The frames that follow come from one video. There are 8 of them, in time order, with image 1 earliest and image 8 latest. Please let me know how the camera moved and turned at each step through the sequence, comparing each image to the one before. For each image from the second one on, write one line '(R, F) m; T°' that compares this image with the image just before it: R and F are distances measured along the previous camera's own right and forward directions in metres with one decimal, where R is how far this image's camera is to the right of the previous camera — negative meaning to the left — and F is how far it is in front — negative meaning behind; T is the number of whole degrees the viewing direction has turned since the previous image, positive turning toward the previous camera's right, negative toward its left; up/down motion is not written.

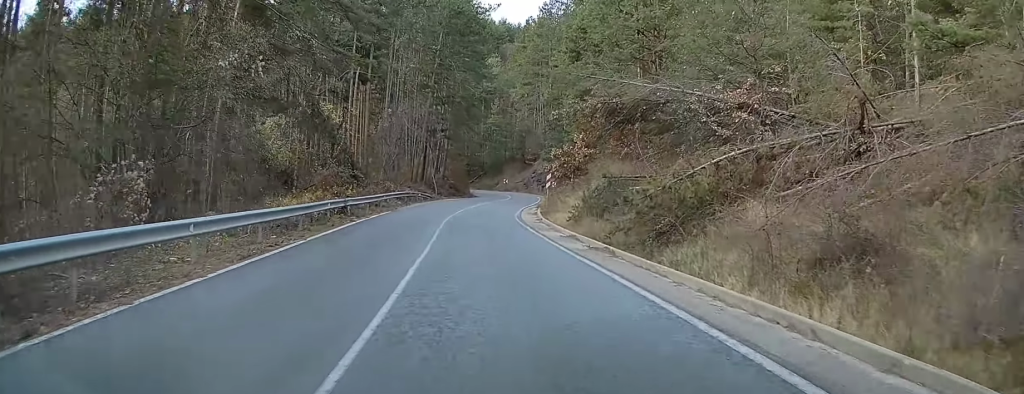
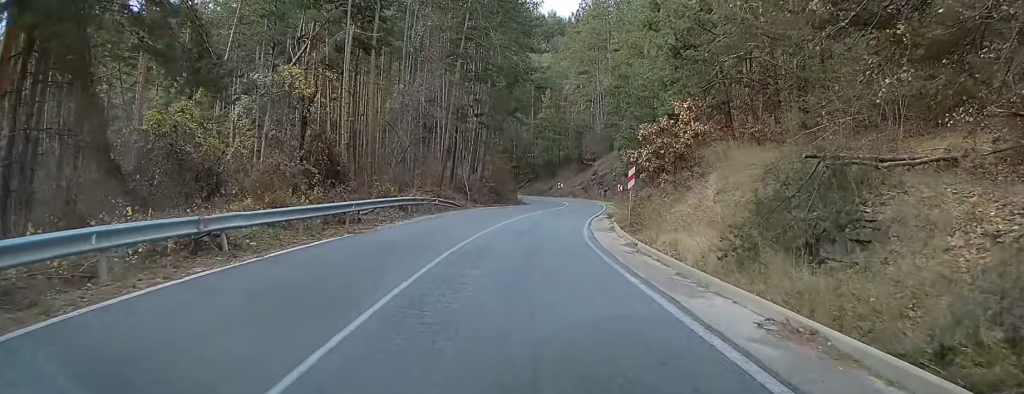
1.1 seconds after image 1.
(-0.6, +16.3) m; -4°
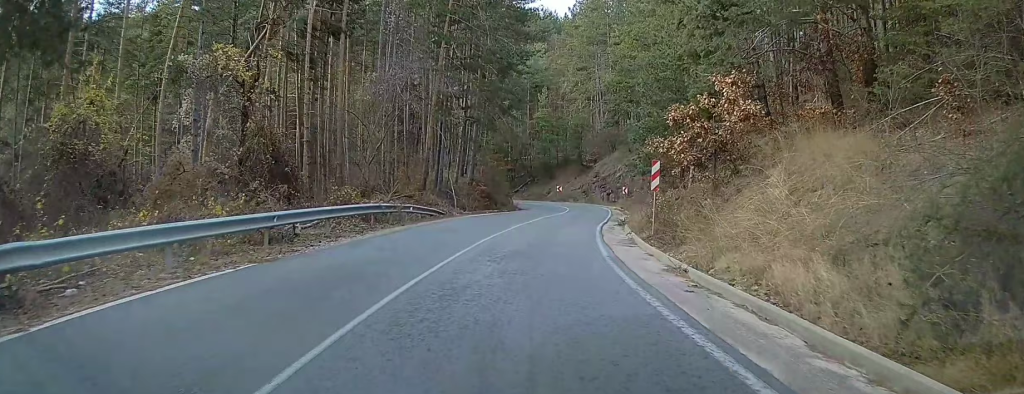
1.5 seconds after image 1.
(-0.2, +6.1) m; 0°
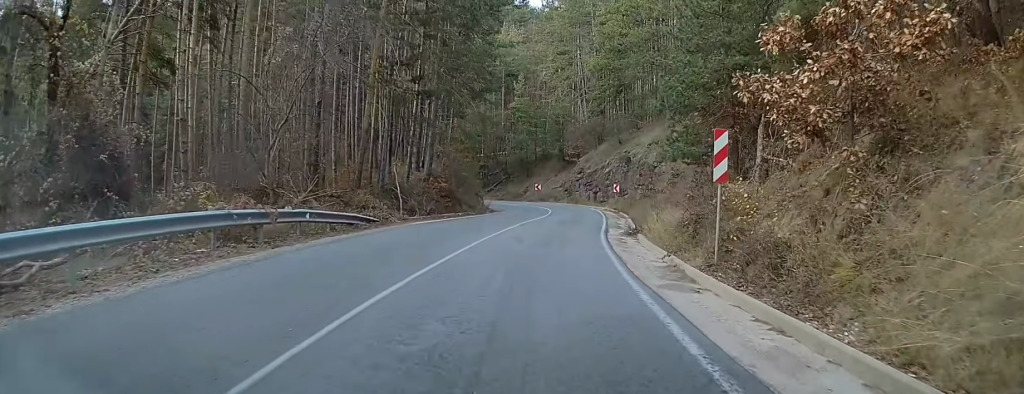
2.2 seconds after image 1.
(-0.3, +10.4) m; 0°
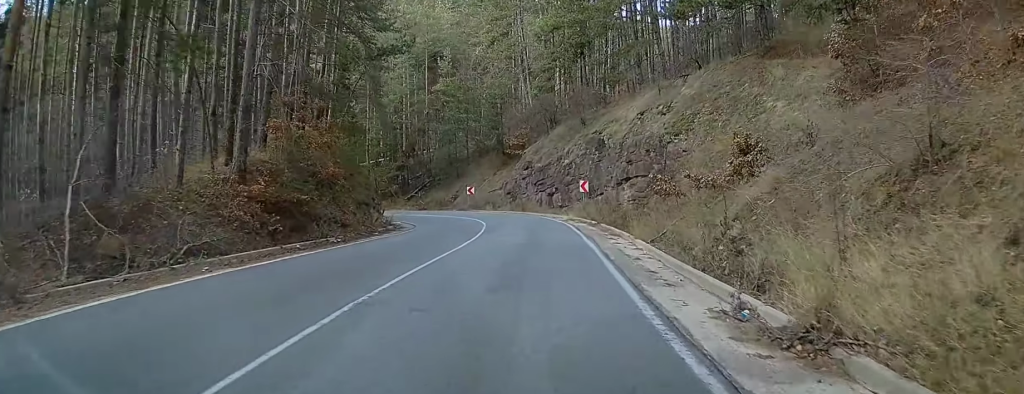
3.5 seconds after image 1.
(+0.9, +19.1) m; +5°
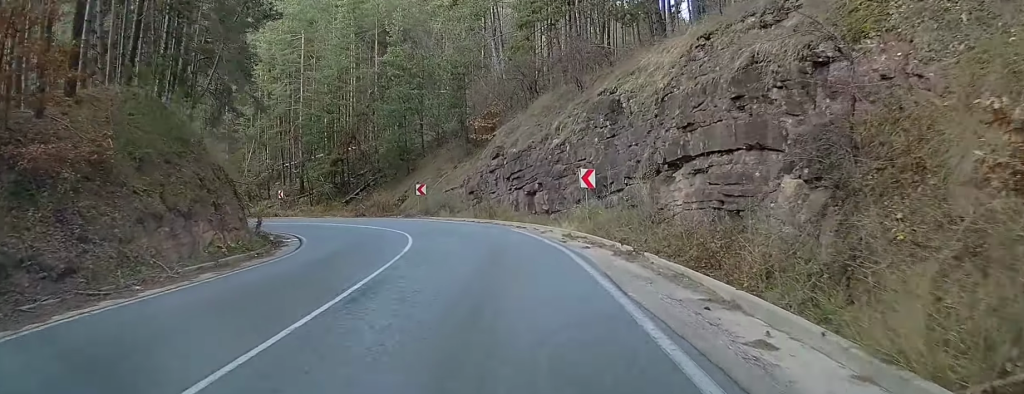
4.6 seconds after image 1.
(+0.5, +14.7) m; +1°
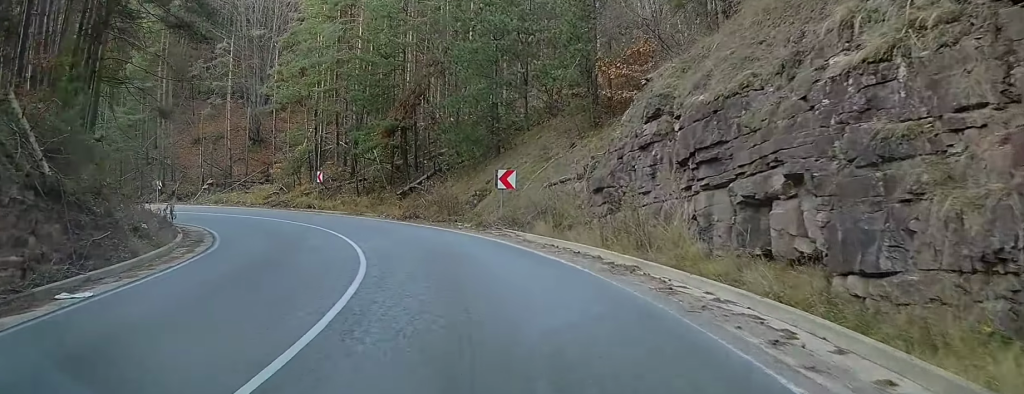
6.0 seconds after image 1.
(-1.0, +18.2) m; -11°
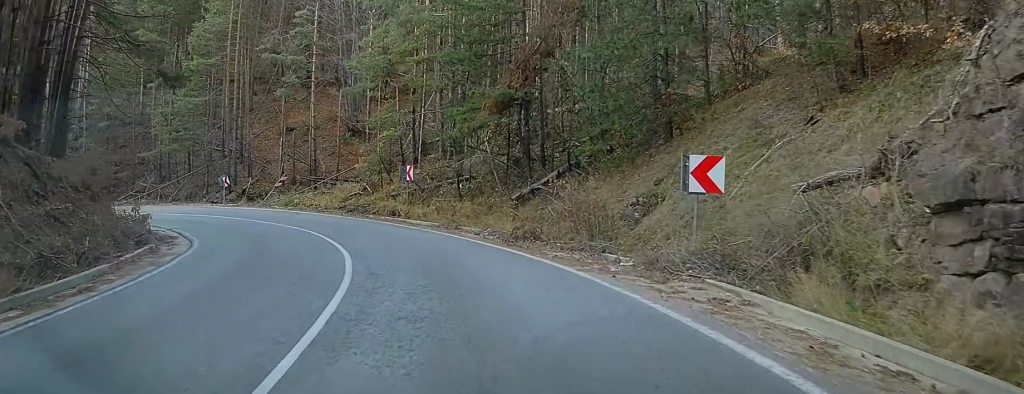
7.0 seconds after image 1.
(-0.9, +10.9) m; -12°
